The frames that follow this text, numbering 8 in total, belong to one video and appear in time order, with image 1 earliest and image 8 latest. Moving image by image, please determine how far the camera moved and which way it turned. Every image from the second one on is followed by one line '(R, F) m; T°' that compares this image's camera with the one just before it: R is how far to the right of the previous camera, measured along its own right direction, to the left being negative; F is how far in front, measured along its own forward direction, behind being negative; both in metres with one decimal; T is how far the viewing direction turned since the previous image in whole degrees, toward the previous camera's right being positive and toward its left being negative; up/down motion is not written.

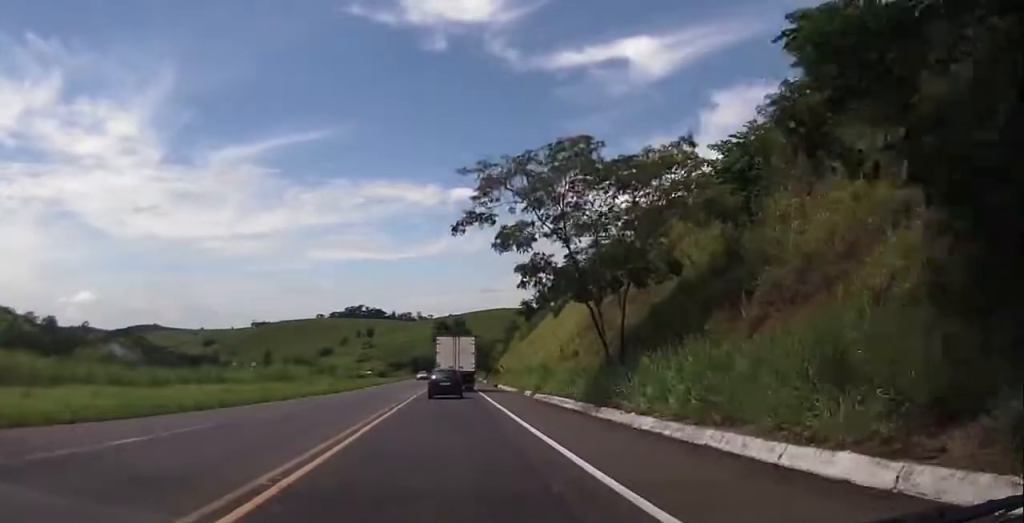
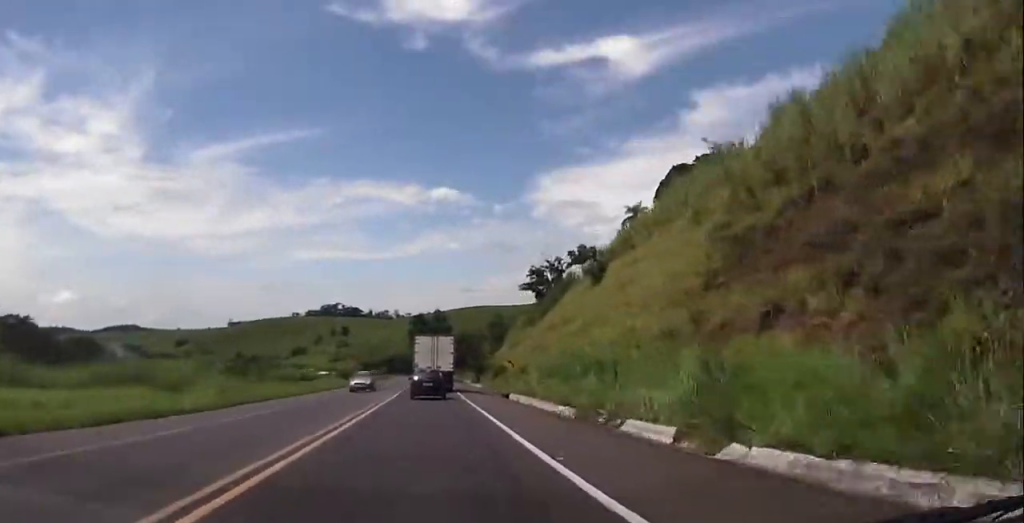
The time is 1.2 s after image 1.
(+0.7, +30.0) m; +2°
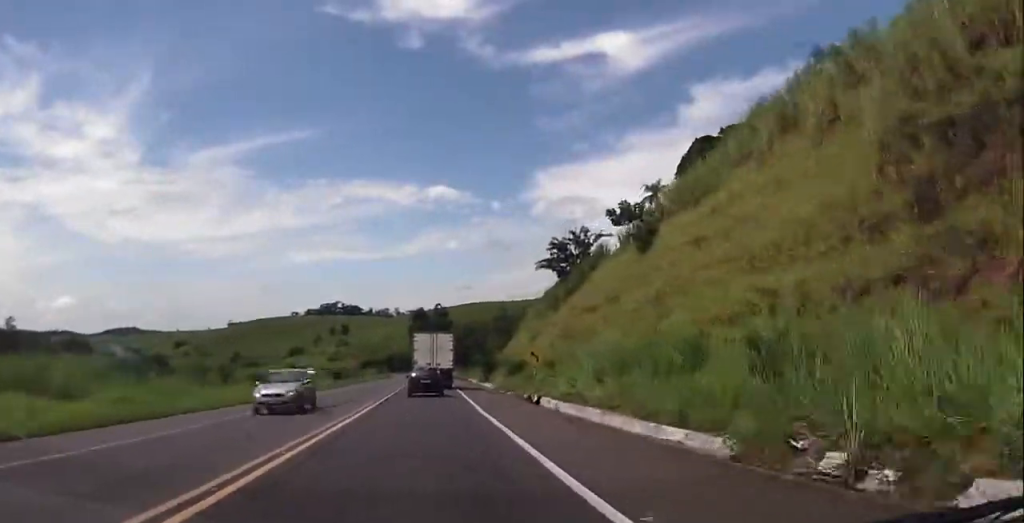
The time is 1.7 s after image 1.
(0.0, +12.3) m; +1°
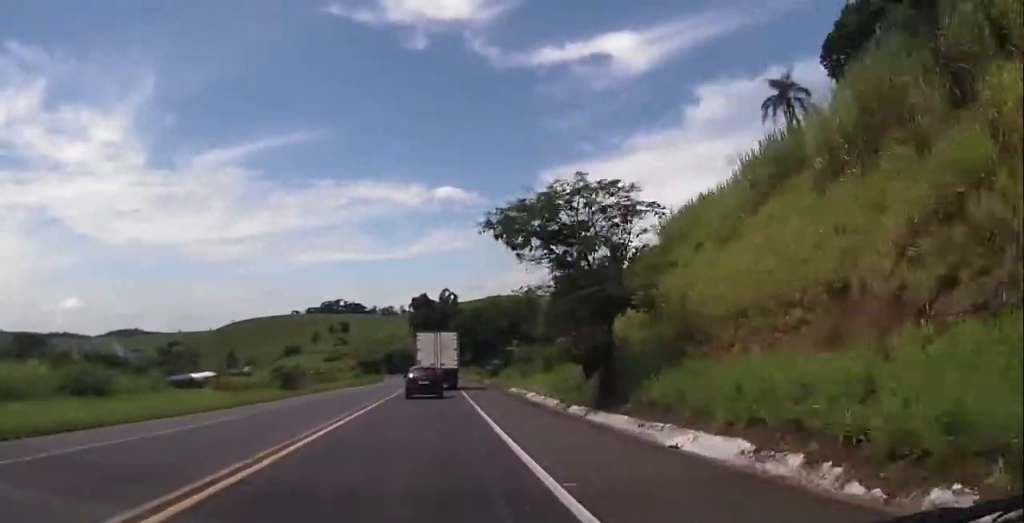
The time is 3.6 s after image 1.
(+0.4, +46.2) m; 0°
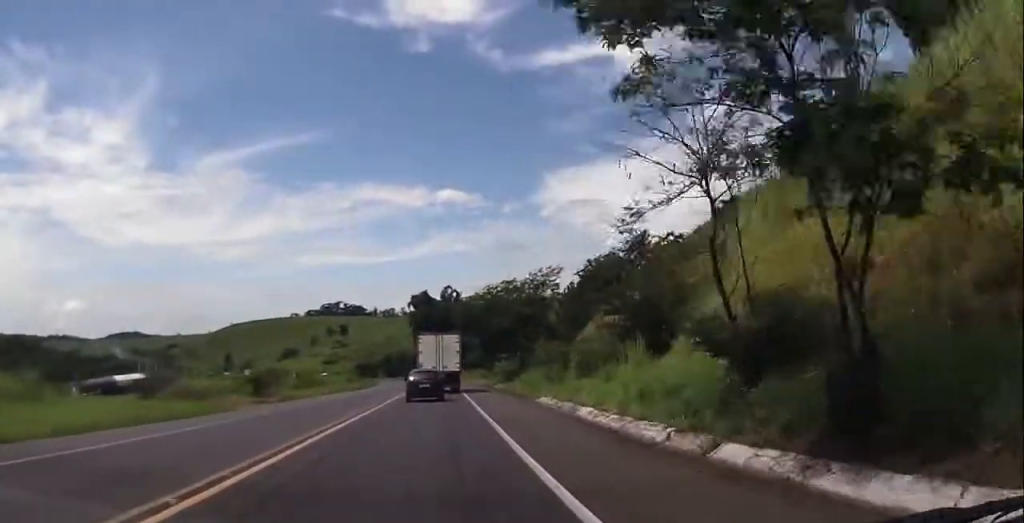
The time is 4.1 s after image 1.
(-0.2, +13.2) m; 0°
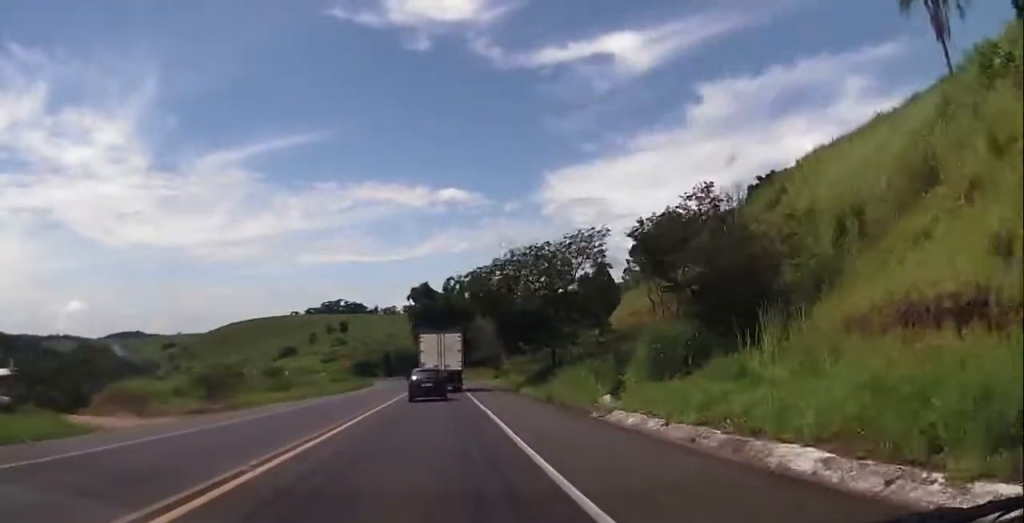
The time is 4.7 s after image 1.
(+0.3, +14.0) m; 0°
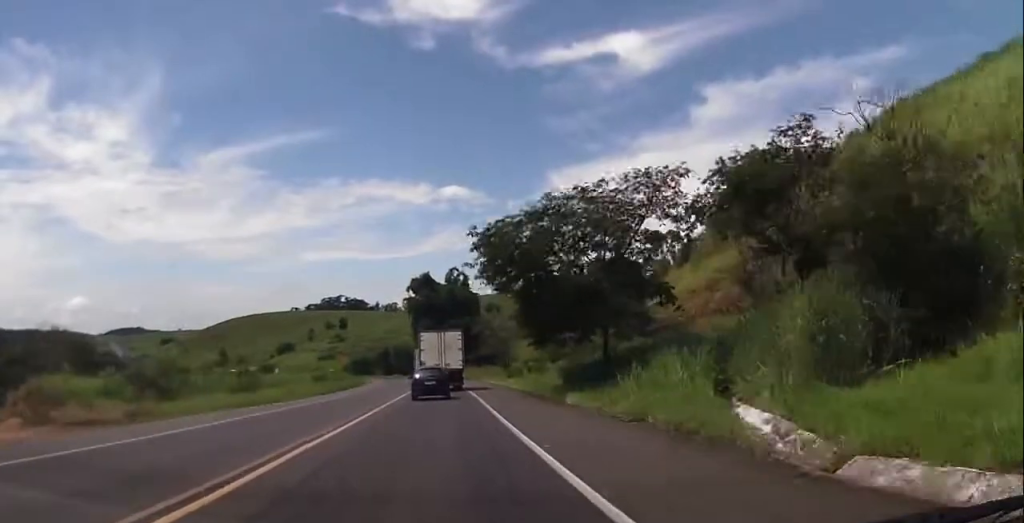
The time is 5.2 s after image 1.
(+0.1, +12.4) m; 0°
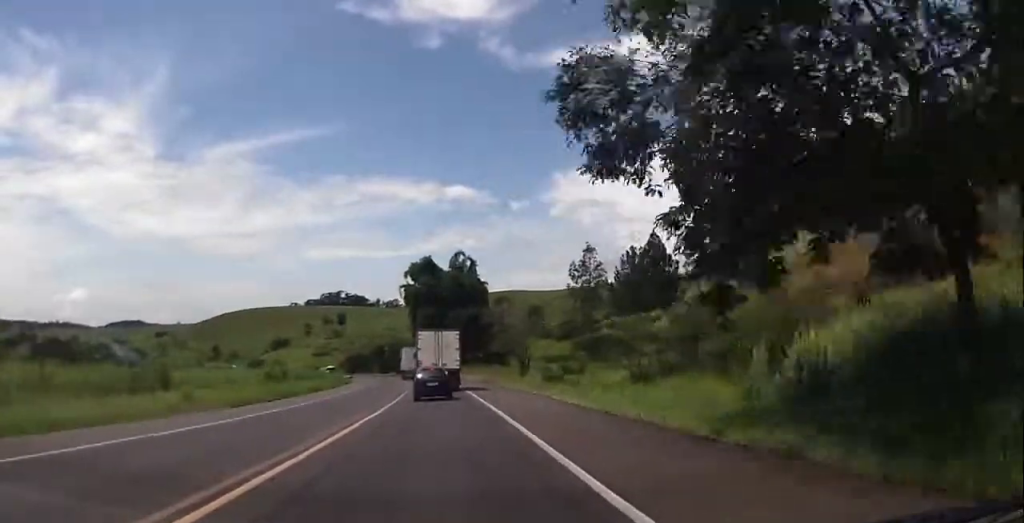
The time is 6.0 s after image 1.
(-0.4, +20.5) m; -1°
